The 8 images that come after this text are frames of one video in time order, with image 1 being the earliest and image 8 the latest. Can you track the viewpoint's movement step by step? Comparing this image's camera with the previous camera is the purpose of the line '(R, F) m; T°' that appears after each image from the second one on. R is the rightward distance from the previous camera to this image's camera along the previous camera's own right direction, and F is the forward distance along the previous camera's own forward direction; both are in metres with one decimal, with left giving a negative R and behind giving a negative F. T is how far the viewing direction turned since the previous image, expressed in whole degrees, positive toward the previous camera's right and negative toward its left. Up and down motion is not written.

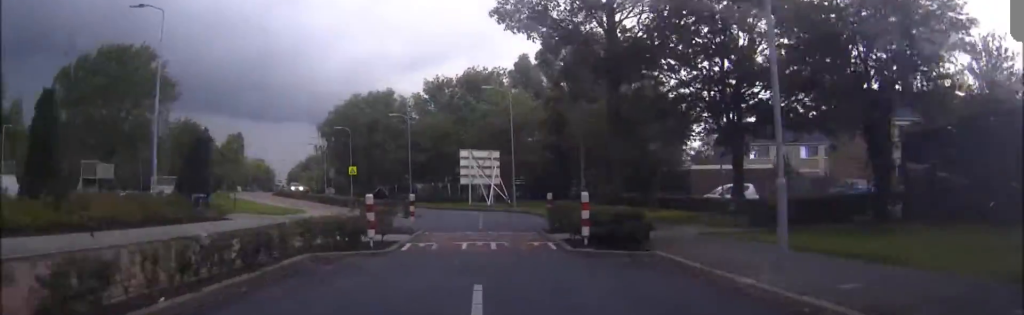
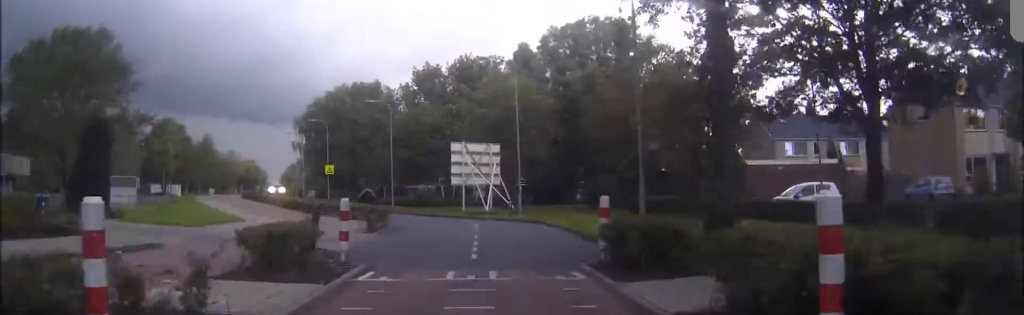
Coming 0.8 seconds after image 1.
(-0.1, +11.1) m; +1°
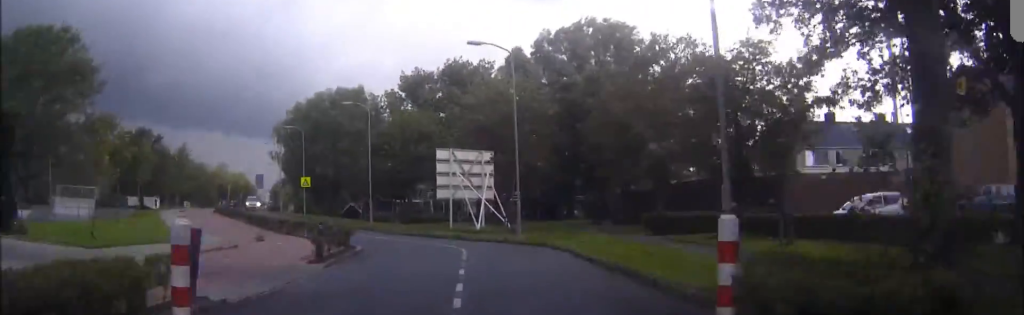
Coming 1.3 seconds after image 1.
(+0.1, +6.7) m; +1°
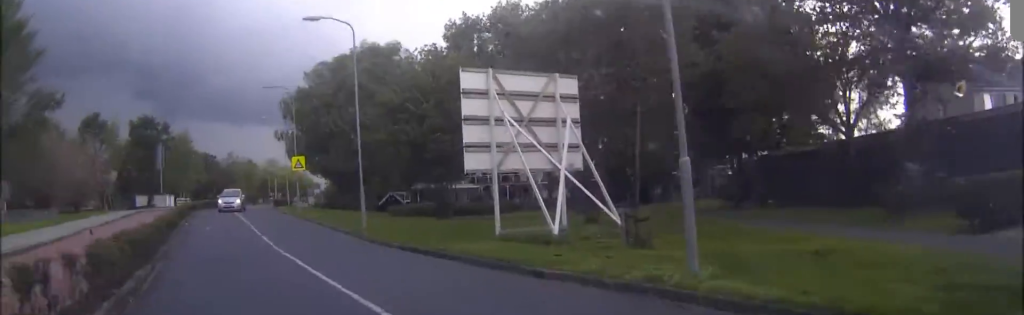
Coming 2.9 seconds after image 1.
(+0.4, +21.1) m; -3°
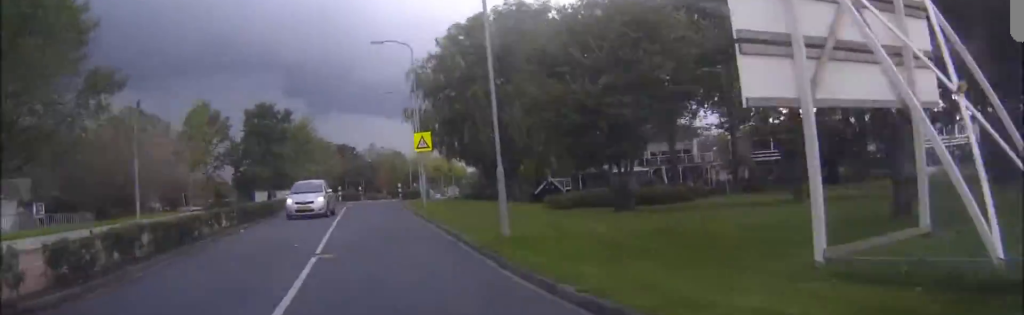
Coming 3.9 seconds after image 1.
(-0.7, +11.8) m; -8°
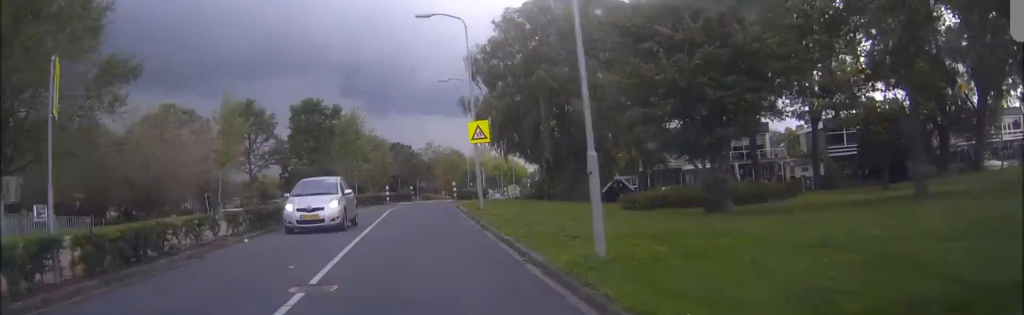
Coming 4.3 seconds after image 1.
(-0.4, +5.3) m; -4°
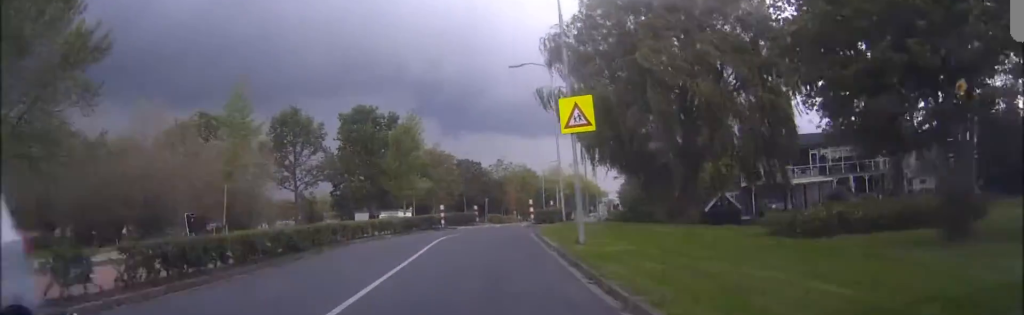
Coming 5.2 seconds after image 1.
(-0.8, +11.2) m; -8°
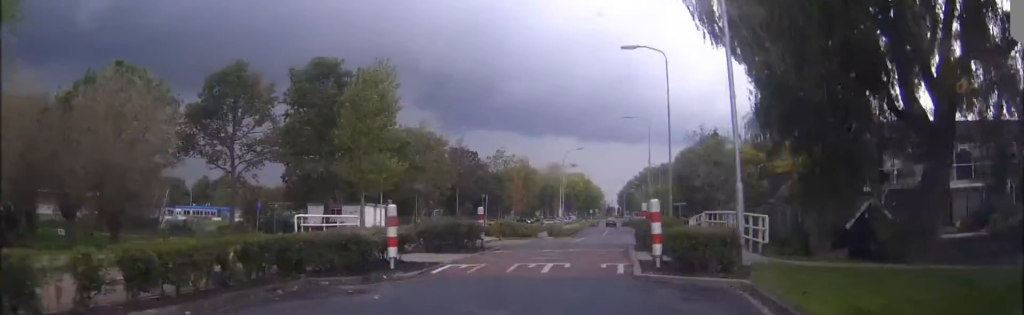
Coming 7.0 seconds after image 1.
(-2.2, +23.5) m; -3°
